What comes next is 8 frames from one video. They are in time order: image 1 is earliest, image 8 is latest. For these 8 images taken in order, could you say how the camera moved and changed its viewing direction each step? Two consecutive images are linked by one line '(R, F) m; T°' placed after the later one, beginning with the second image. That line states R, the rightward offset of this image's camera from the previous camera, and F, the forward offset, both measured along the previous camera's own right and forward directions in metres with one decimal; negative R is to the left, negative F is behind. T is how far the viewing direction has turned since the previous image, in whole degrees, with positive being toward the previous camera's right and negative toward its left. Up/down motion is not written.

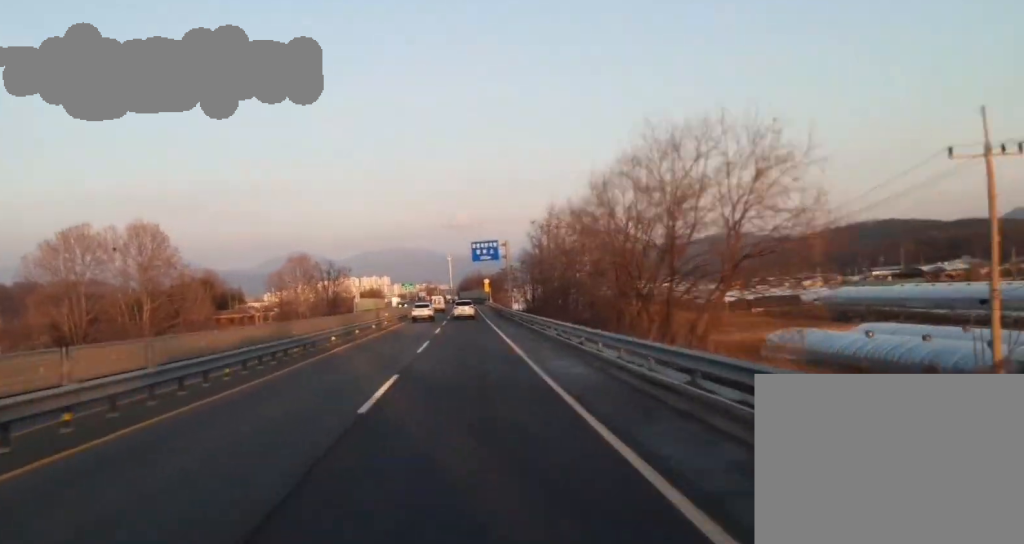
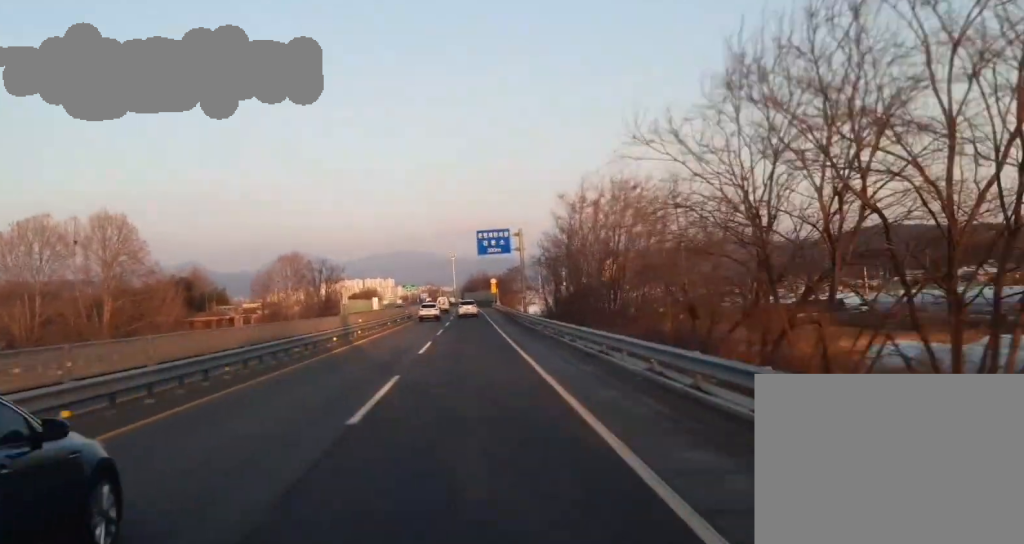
(0.0, +19.8) m; 0°
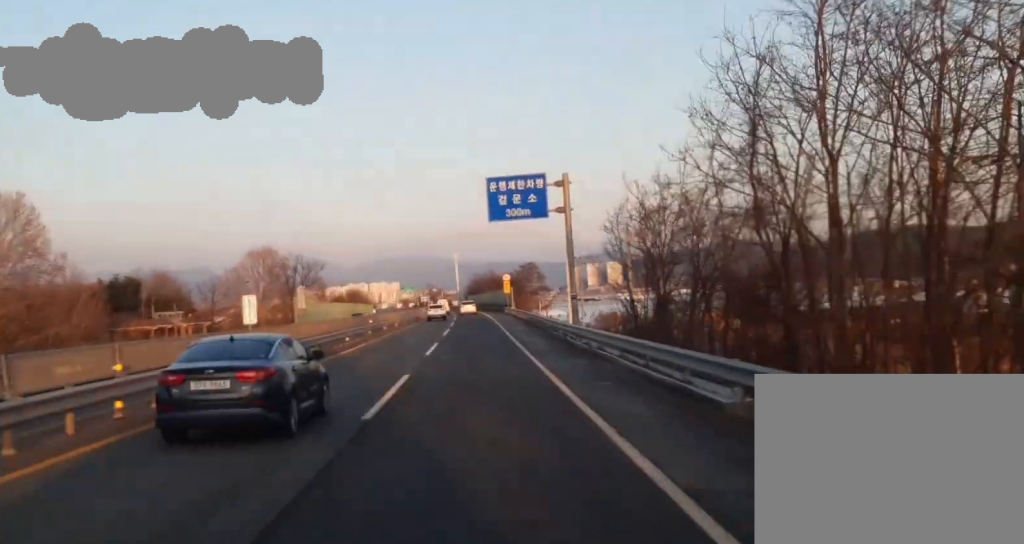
(+0.1, +38.1) m; 0°
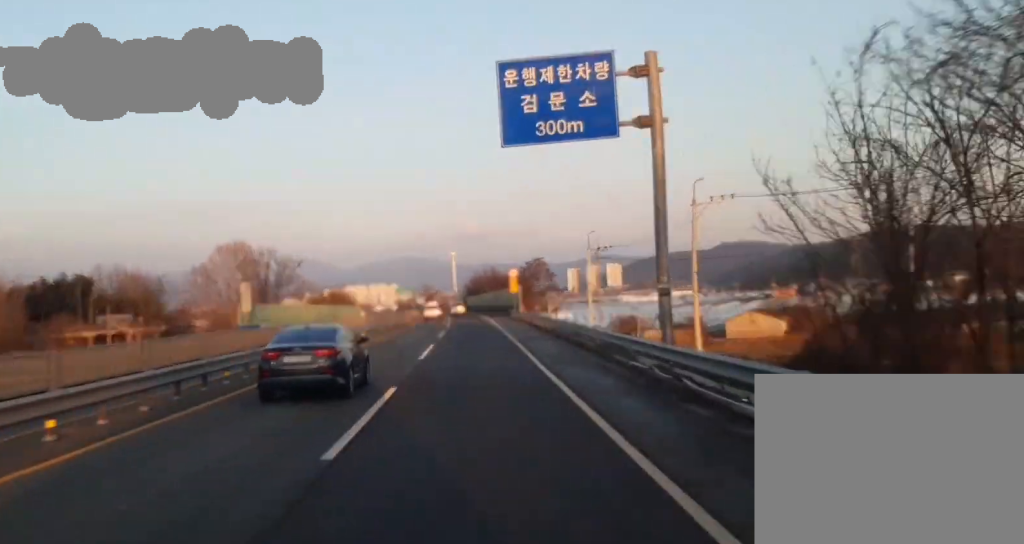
(0.0, +22.5) m; 0°
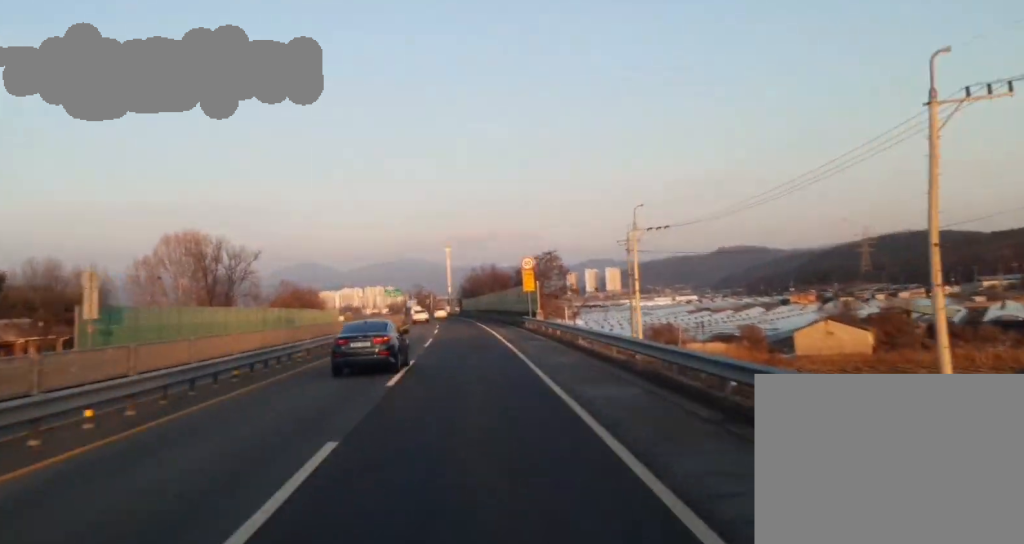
(+0.2, +28.2) m; 0°
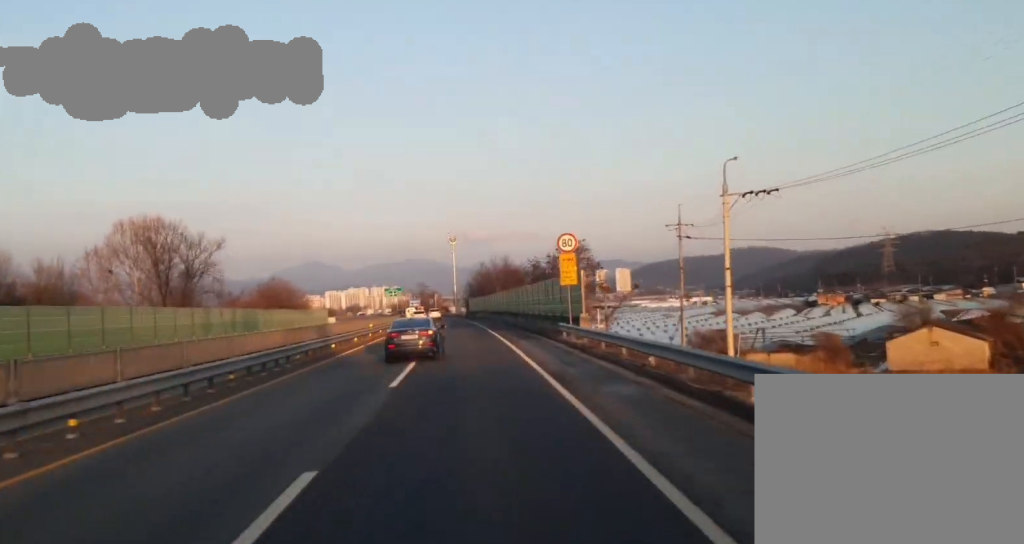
(0.0, +21.1) m; 0°
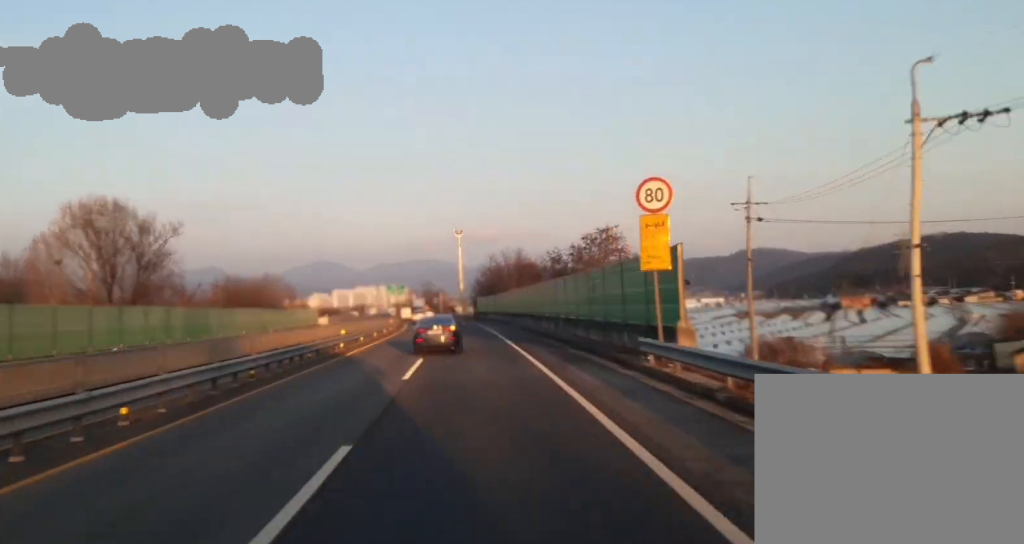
(+0.1, +18.3) m; -1°
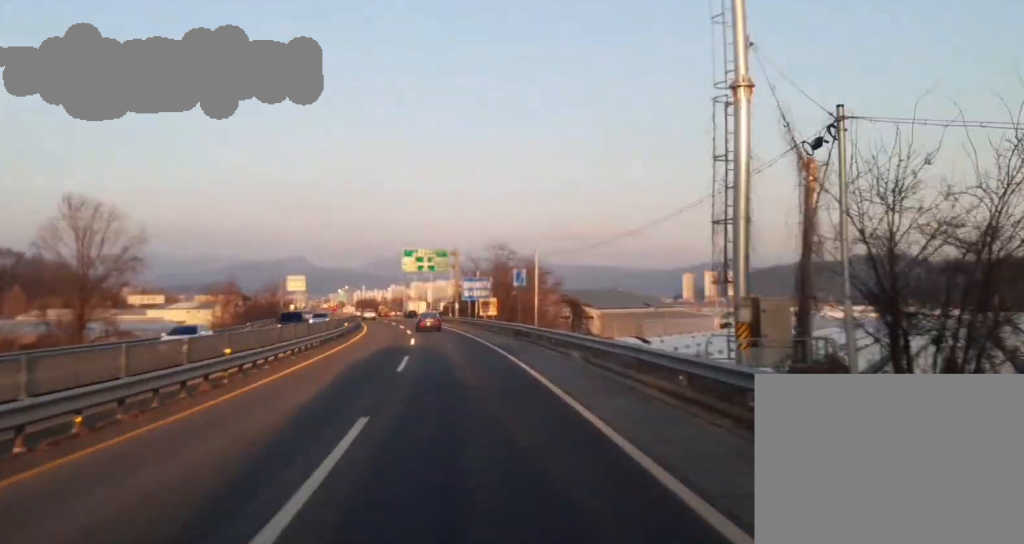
(-5.3, +143.1) m; -3°
